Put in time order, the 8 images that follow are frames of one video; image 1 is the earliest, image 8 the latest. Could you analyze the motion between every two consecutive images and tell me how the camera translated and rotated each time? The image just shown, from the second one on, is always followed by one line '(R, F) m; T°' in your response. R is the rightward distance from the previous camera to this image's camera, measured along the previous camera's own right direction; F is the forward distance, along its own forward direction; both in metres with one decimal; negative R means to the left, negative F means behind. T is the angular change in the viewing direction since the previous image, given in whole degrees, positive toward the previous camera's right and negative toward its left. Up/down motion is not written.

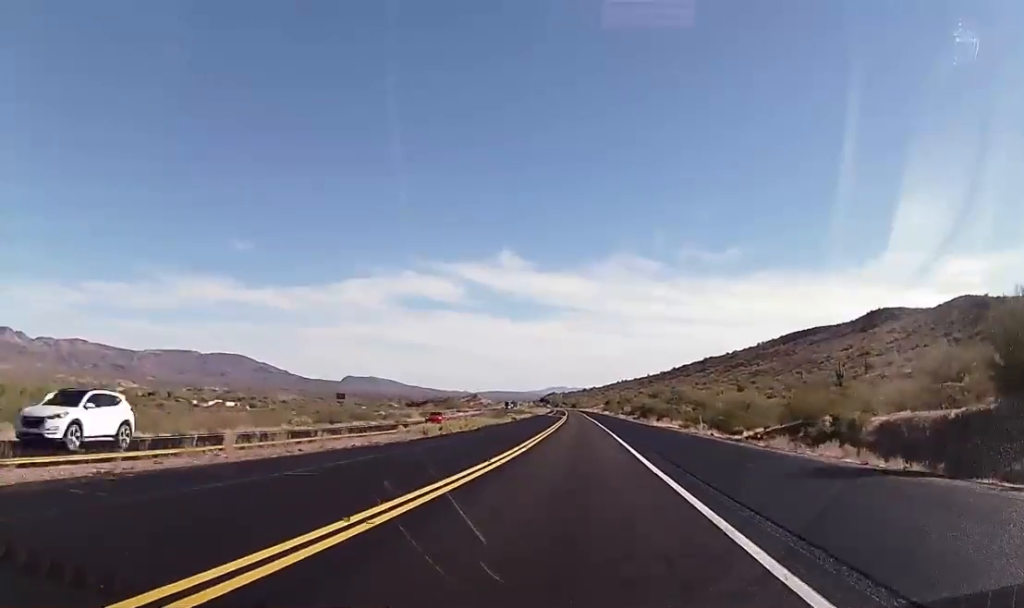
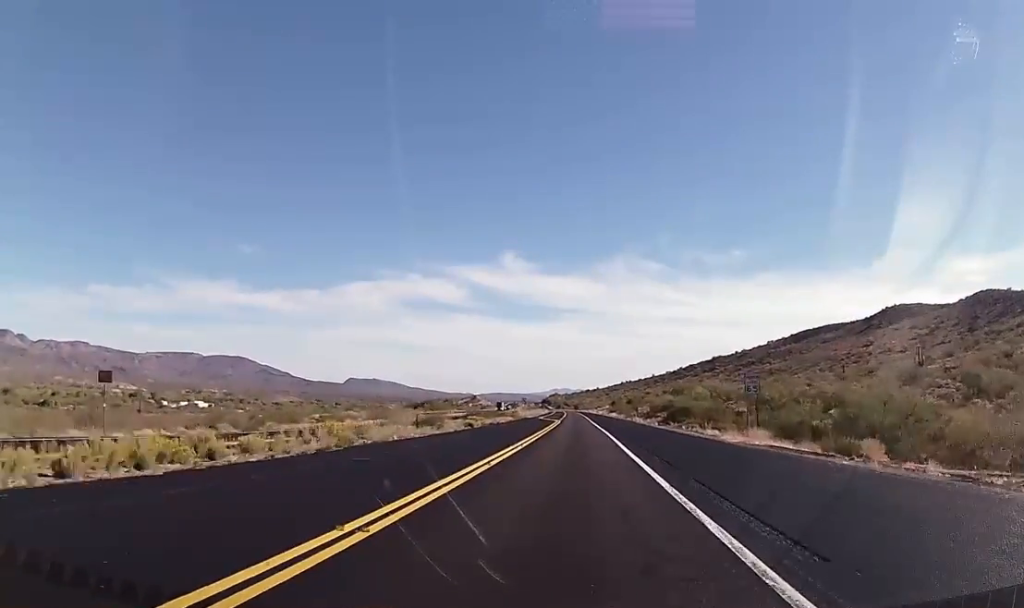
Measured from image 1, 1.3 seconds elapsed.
(-0.7, +39.5) m; -2°
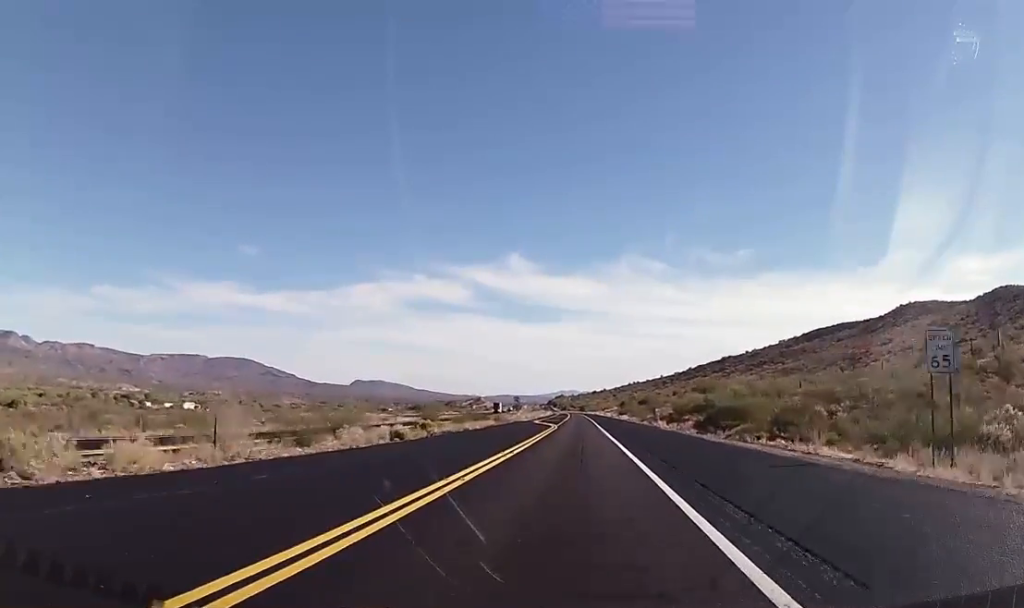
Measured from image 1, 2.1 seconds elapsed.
(0.0, +24.5) m; 0°
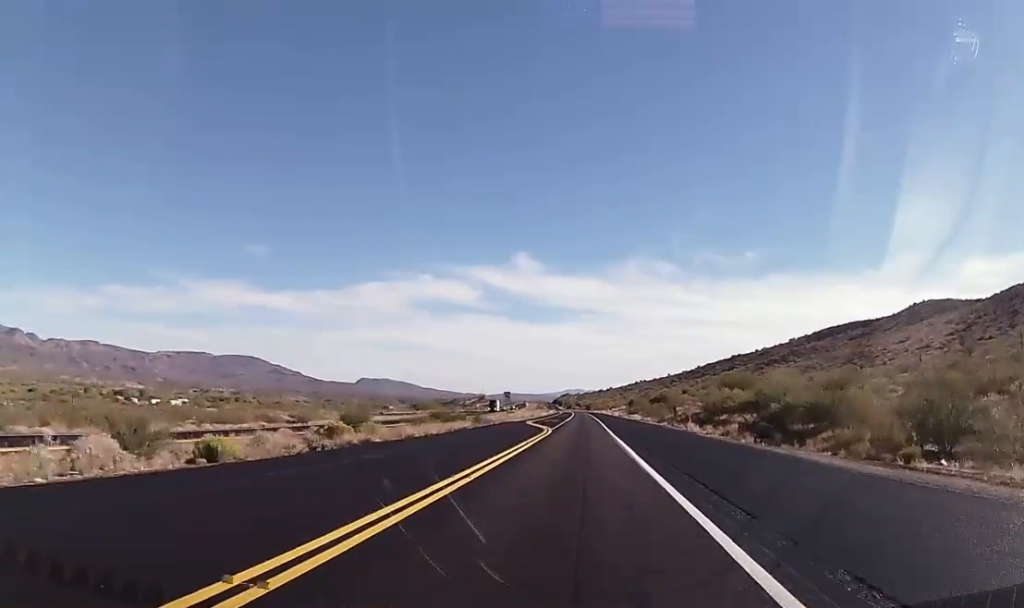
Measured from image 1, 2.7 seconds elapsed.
(+0.1, +19.6) m; -1°
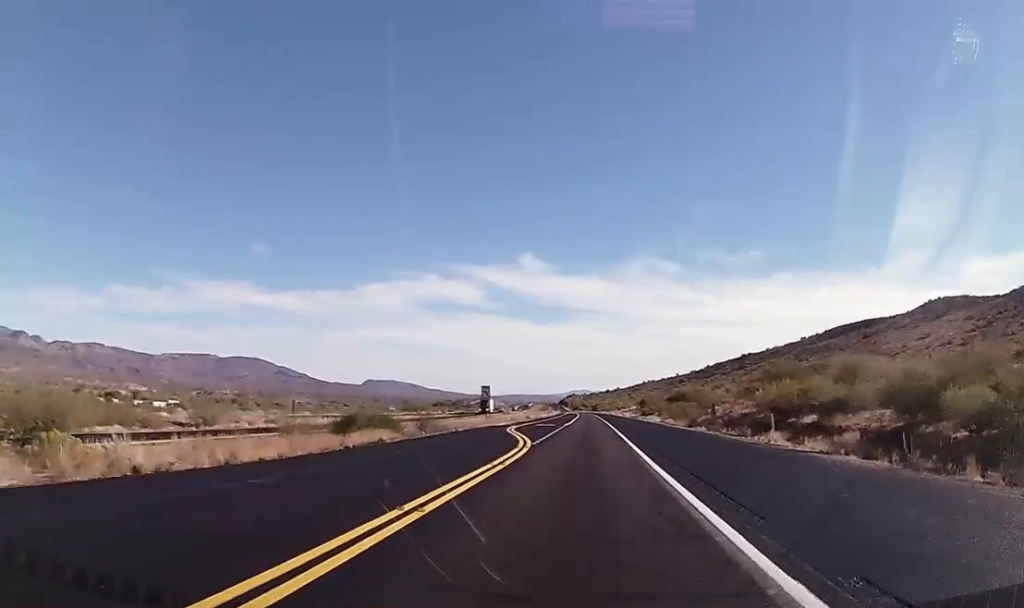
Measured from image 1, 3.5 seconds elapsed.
(0.0, +23.9) m; -1°
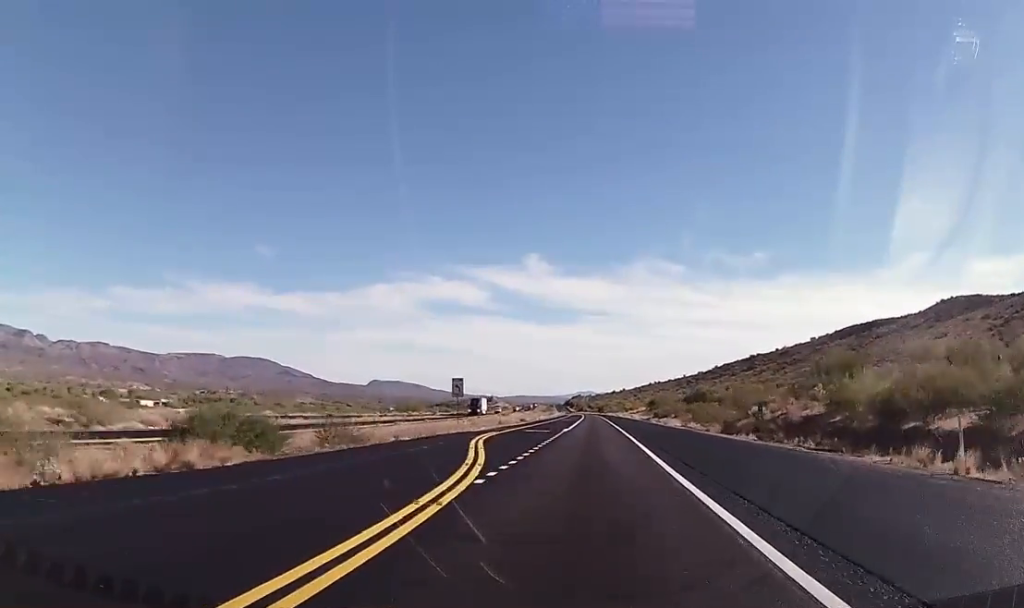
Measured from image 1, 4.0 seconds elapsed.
(-0.5, +16.7) m; 0°
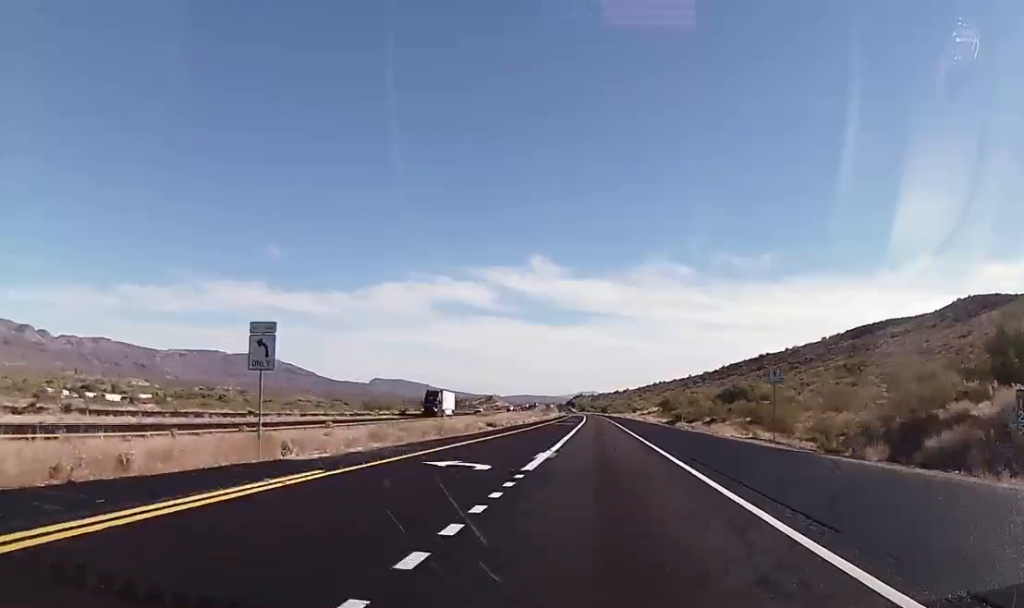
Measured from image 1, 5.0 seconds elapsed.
(+0.3, +31.4) m; 0°
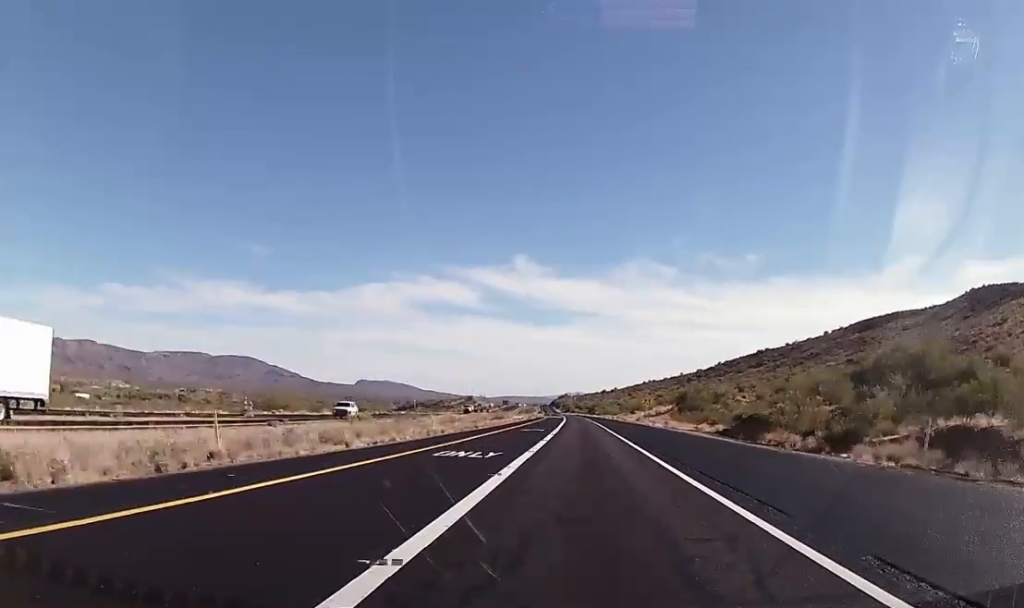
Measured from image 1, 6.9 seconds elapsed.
(-0.4, +57.5) m; -1°
